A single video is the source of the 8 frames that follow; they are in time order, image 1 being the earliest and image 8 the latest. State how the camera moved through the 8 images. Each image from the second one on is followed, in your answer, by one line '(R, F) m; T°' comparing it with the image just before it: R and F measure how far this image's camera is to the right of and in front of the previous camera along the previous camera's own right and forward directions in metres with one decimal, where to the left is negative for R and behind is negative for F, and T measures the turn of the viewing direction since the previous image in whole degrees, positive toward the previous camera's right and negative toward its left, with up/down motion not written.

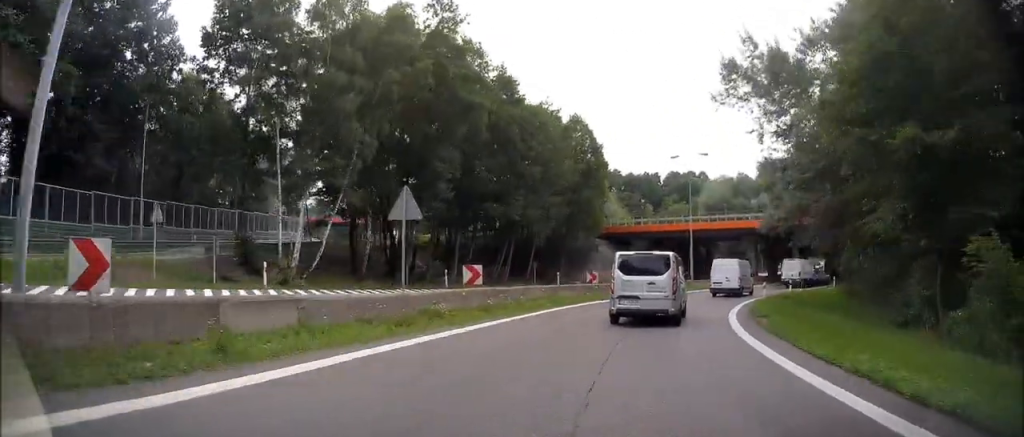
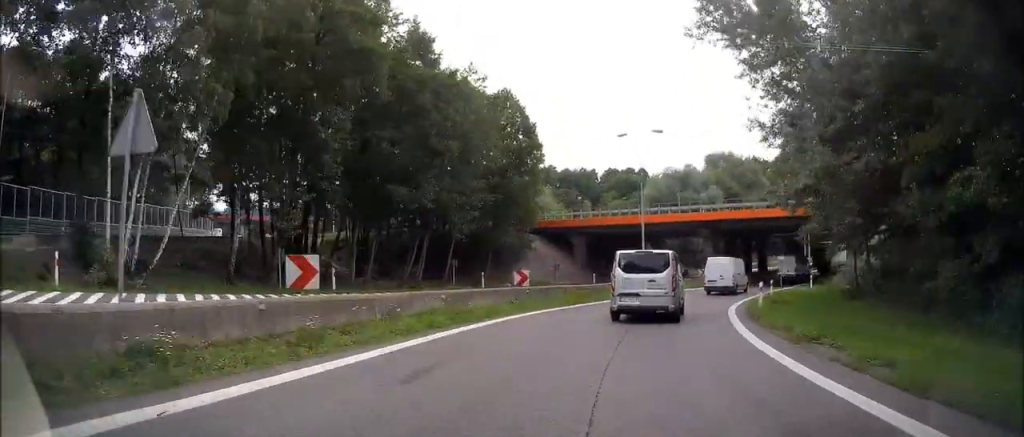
(+0.3, +8.4) m; +5°
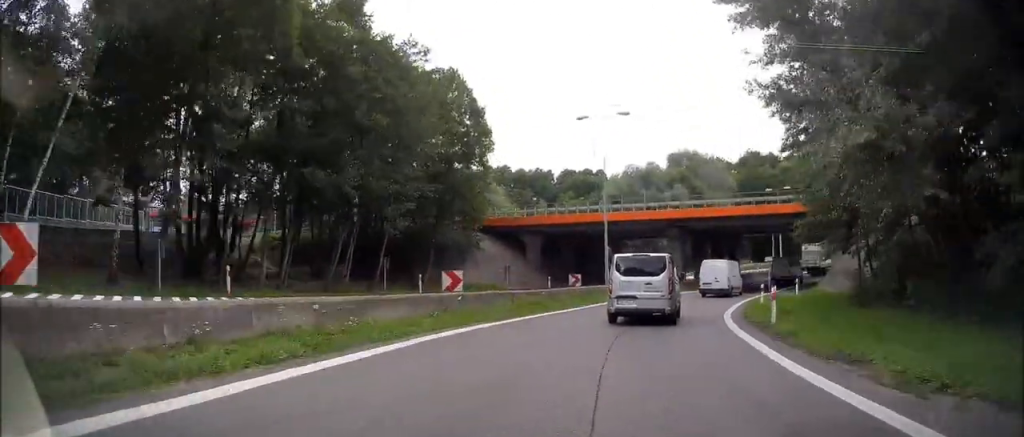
(+0.2, +5.7) m; +3°
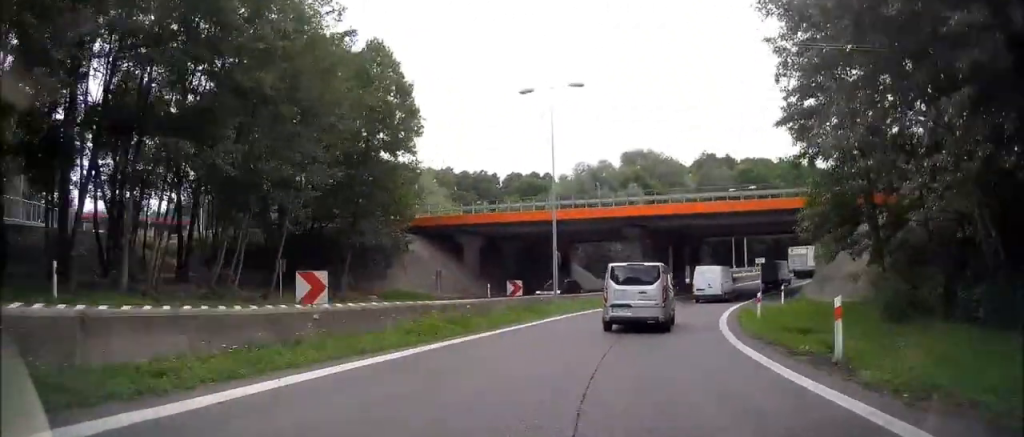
(+0.3, +6.8) m; +5°
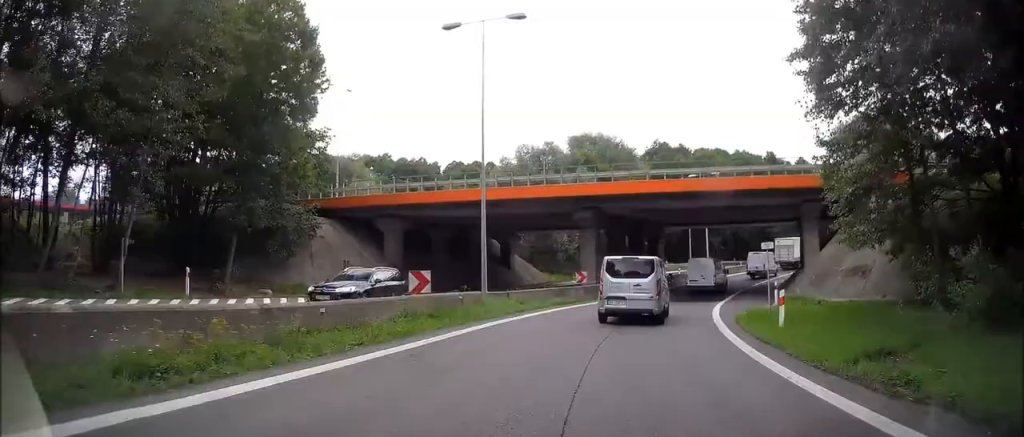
(+0.2, +7.5) m; +6°
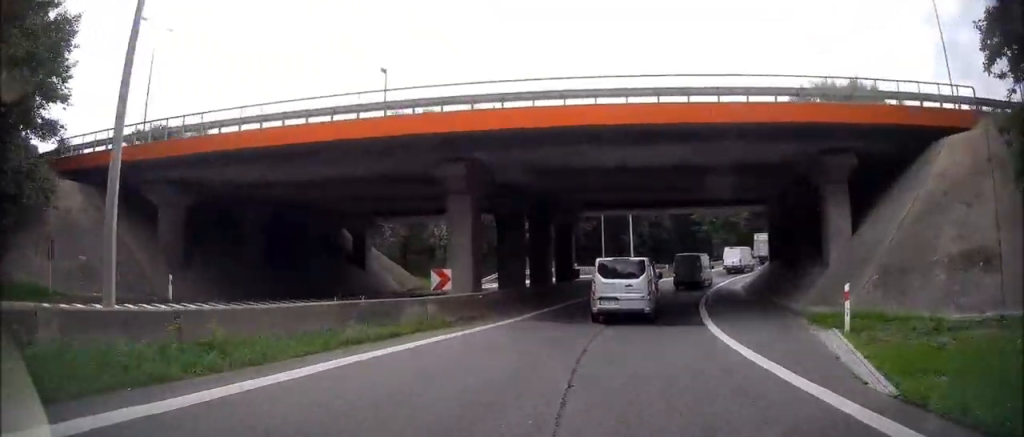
(+1.8, +14.8) m; +11°
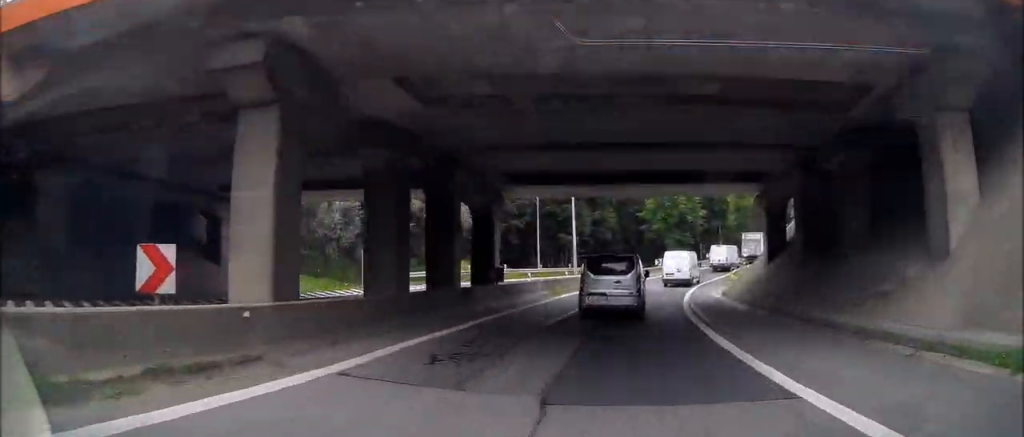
(+0.4, +10.7) m; +4°
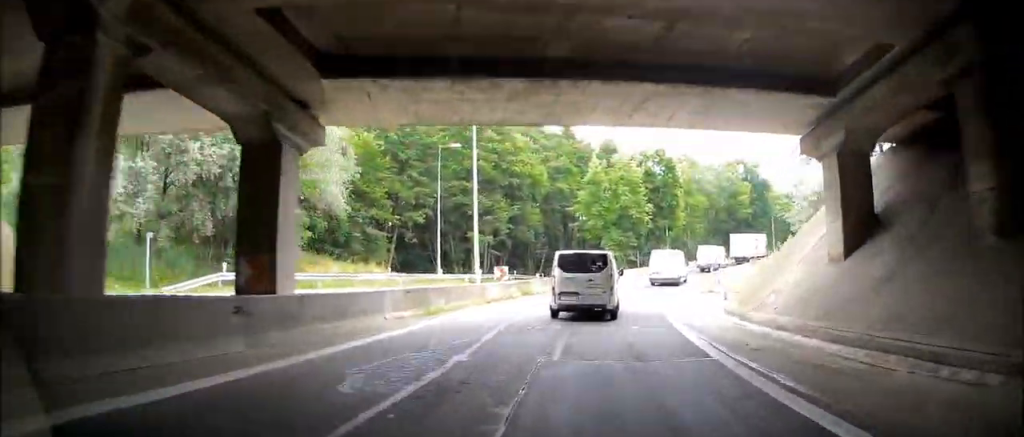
(+0.5, +14.7) m; +3°
